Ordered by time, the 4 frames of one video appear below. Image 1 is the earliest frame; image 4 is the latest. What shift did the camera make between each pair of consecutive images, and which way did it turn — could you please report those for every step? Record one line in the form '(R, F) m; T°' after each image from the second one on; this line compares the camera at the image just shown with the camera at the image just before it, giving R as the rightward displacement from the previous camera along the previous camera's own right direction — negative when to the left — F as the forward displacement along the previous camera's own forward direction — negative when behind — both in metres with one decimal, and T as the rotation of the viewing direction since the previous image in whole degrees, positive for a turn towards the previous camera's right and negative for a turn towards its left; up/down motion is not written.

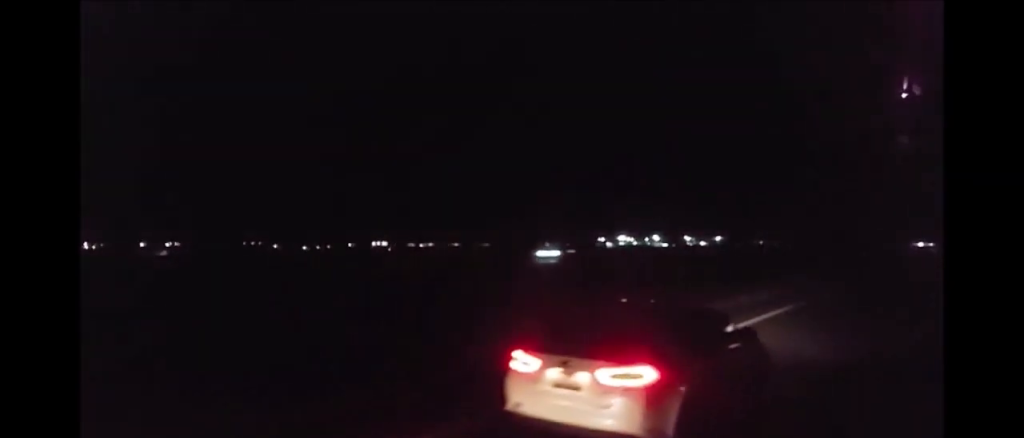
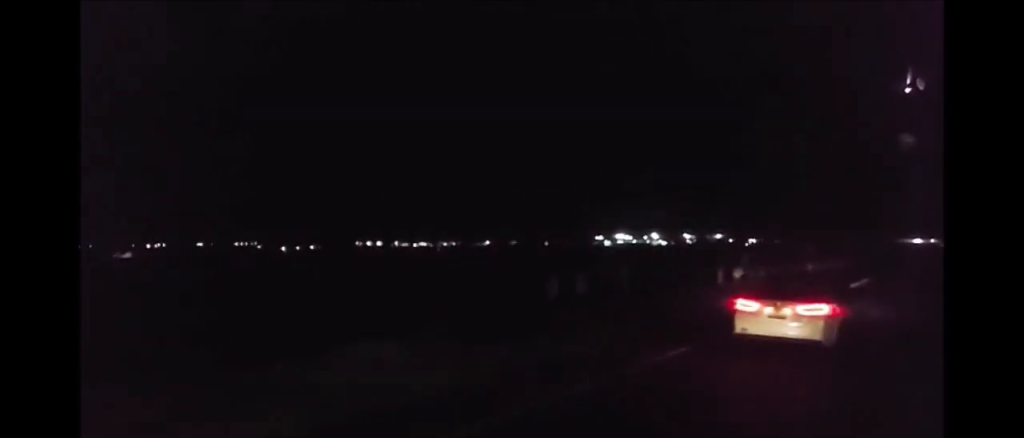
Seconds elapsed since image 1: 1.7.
(-0.2, +43.0) m; 0°
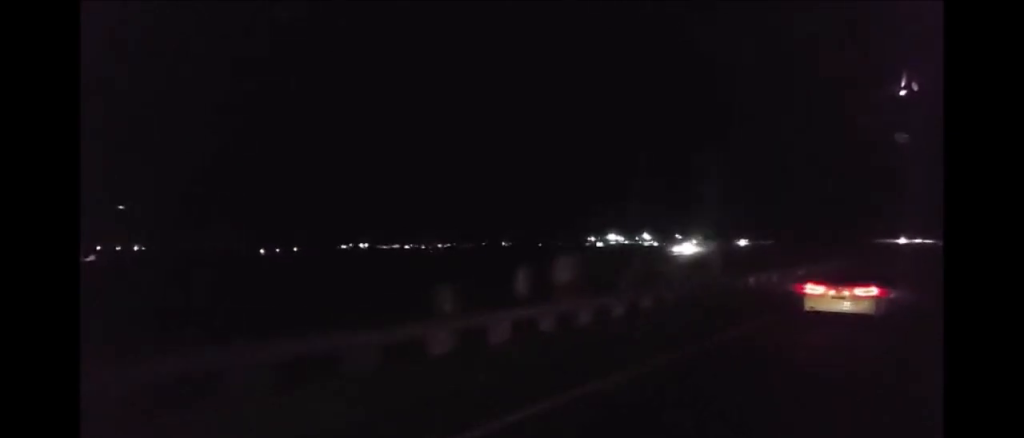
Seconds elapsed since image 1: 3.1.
(+0.5, +36.1) m; 0°
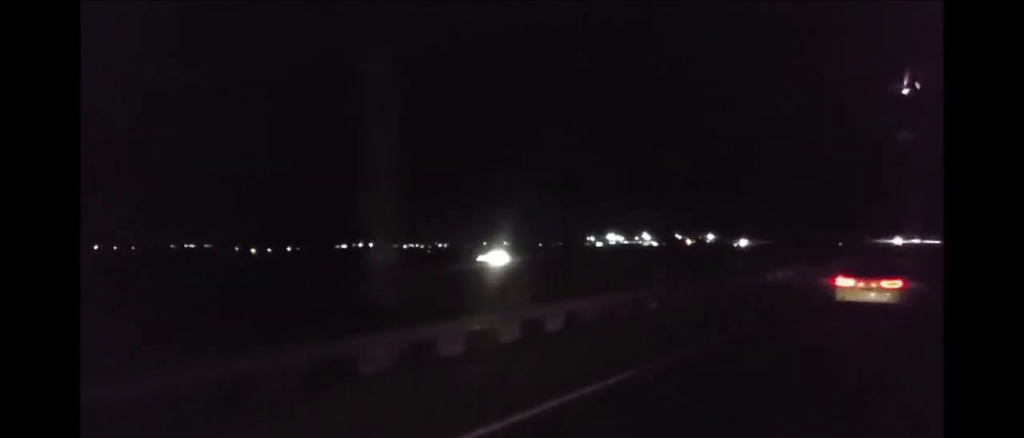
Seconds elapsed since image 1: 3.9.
(-0.2, +20.0) m; -1°
